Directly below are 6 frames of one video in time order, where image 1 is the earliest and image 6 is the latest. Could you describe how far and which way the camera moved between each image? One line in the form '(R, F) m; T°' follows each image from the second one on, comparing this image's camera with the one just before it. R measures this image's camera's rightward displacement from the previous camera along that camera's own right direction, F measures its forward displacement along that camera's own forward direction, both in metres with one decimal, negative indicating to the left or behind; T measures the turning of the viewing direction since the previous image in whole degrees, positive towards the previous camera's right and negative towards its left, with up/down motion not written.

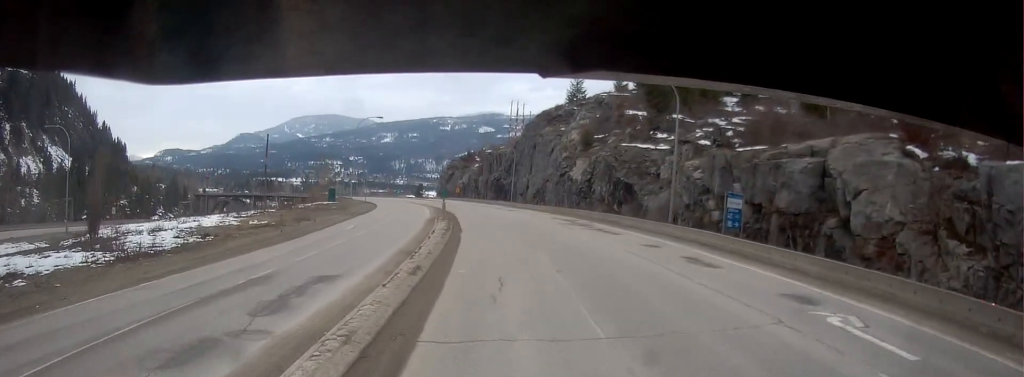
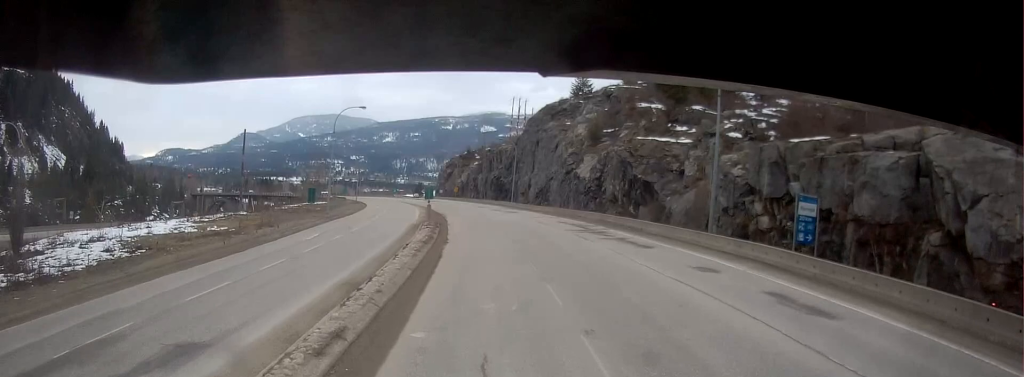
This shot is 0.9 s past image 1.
(-0.1, +8.8) m; 0°
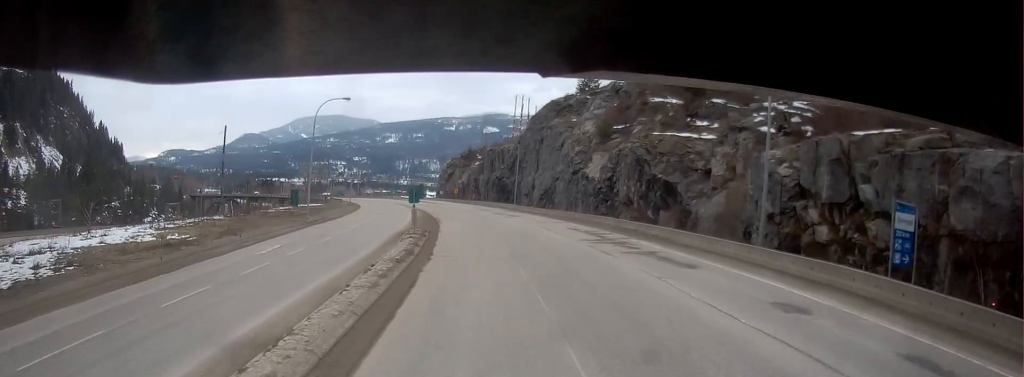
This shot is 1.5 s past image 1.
(+0.2, +7.0) m; 0°
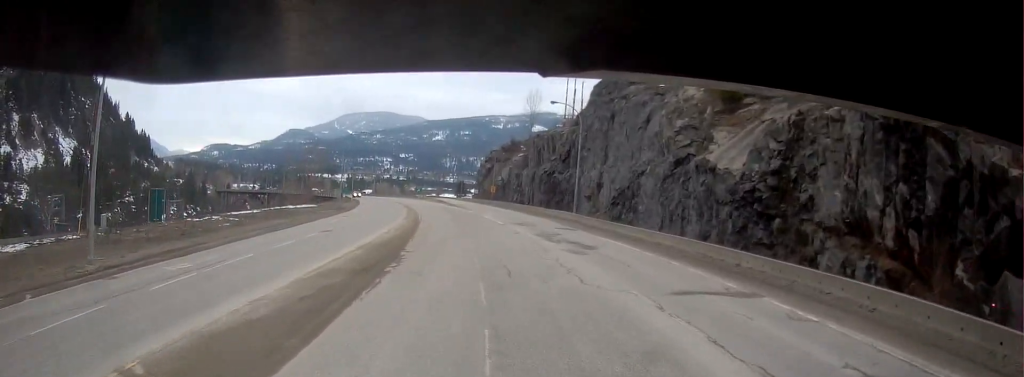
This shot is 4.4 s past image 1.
(-1.8, +33.9) m; -7°
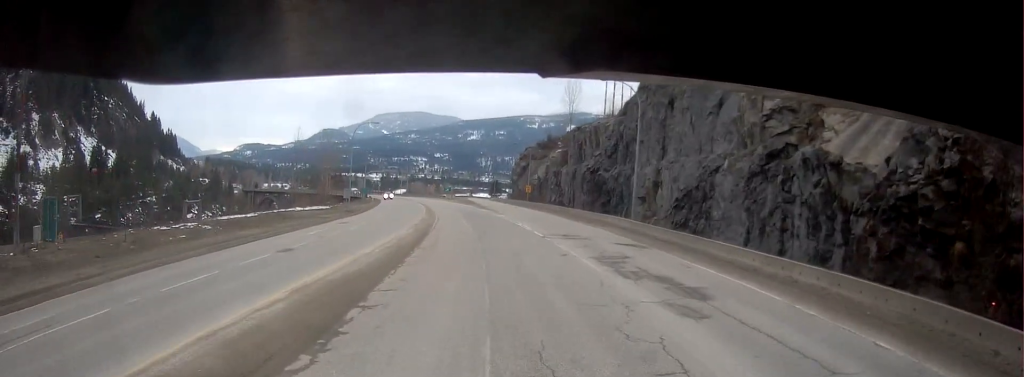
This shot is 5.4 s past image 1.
(-0.3, +12.6) m; 0°
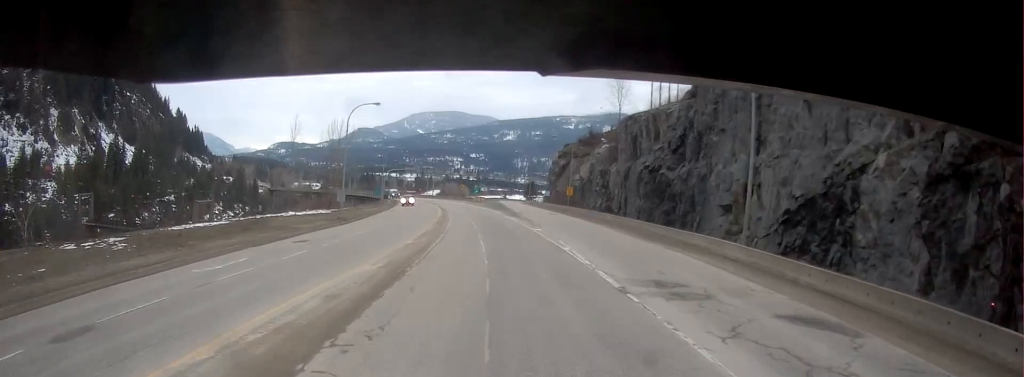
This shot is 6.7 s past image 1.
(0.0, +16.3) m; -4°
